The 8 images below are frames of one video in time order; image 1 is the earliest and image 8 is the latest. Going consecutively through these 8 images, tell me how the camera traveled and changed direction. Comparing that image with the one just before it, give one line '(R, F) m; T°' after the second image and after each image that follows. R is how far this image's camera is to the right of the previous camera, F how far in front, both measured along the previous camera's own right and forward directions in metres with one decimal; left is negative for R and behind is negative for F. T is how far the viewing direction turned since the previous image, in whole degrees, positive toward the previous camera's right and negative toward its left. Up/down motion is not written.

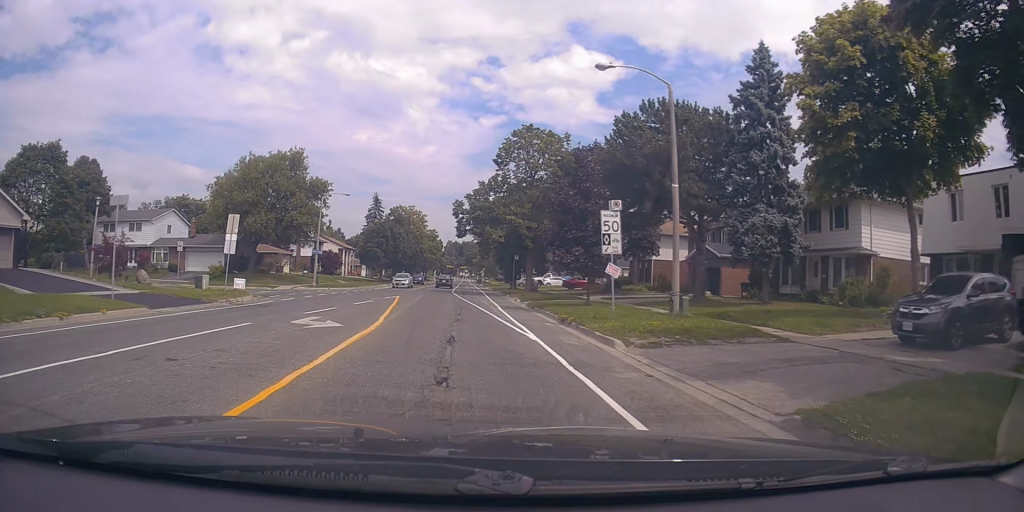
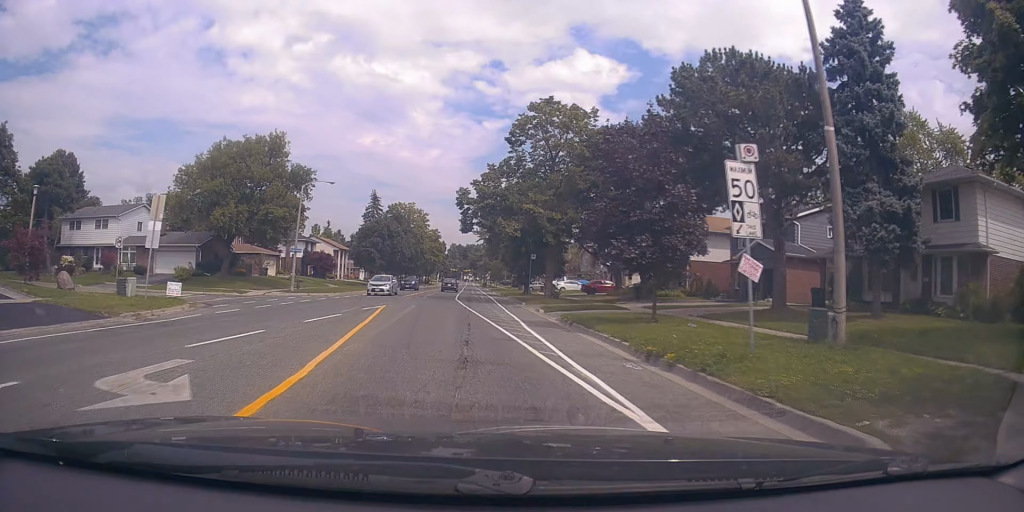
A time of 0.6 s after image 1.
(+0.2, +7.6) m; -1°
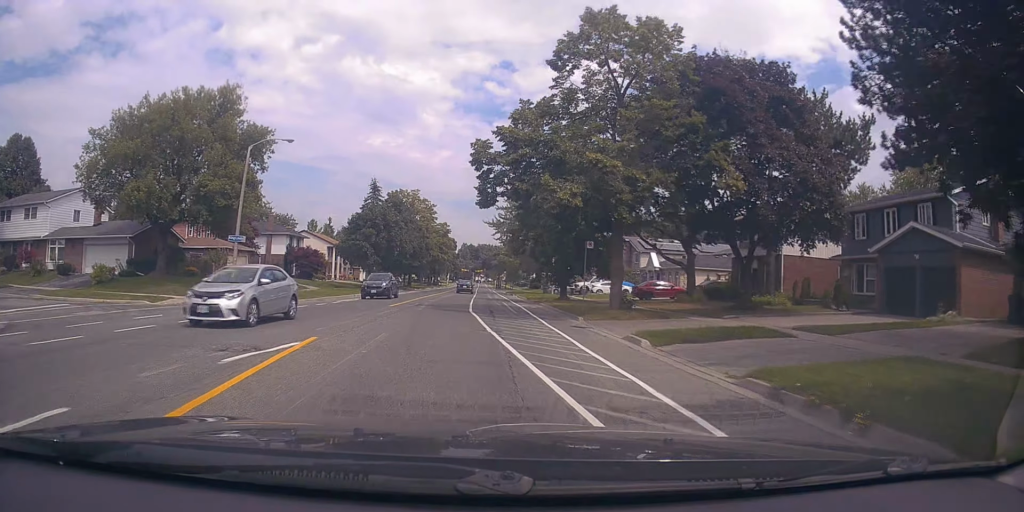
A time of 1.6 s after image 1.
(-0.4, +13.0) m; -2°
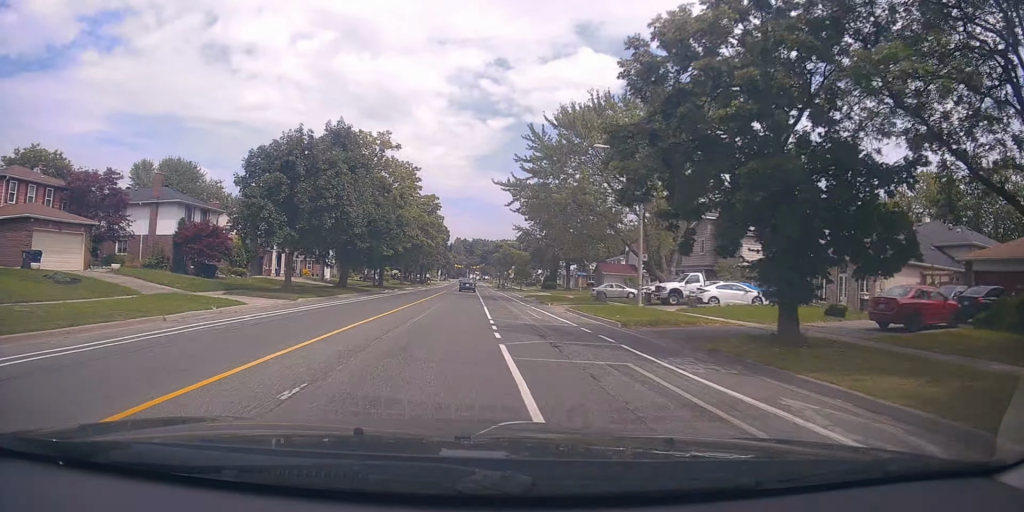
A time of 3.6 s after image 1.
(+0.1, +27.5) m; -1°
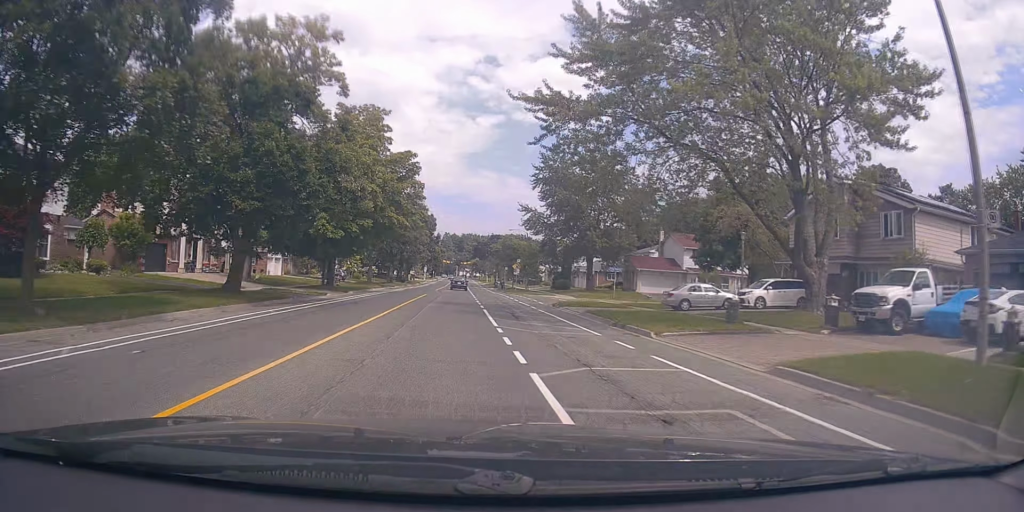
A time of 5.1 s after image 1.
(-0.5, +20.9) m; 0°
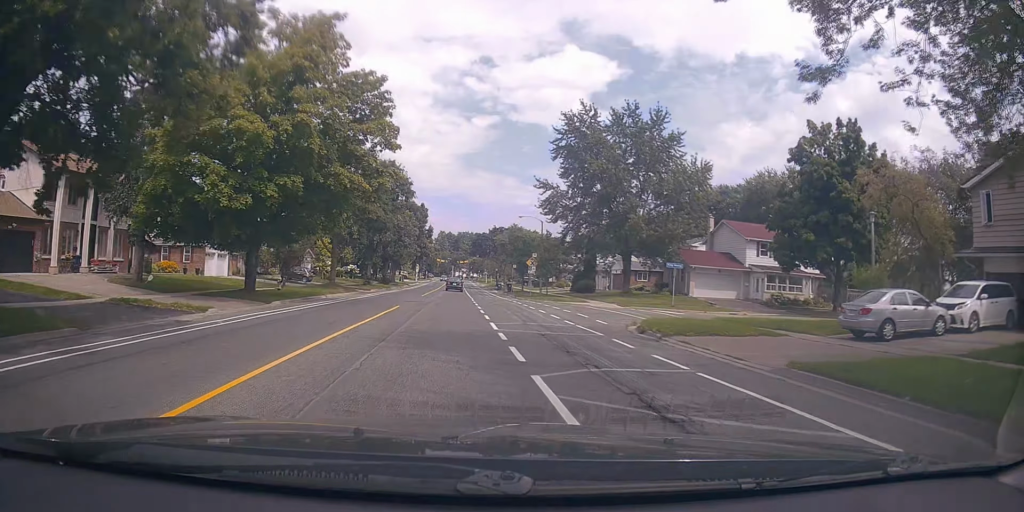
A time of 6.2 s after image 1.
(+0.3, +16.3) m; +1°
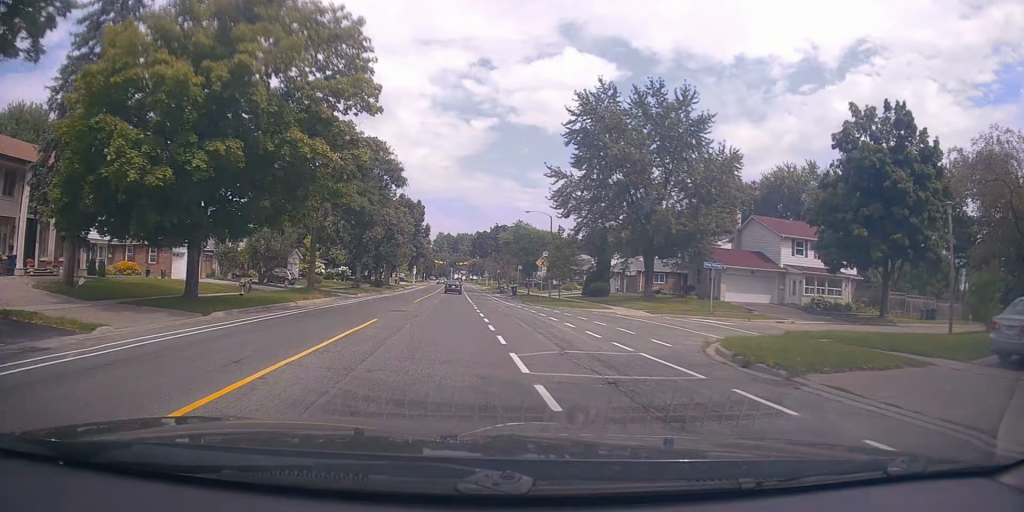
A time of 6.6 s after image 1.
(-0.3, +6.3) m; +1°
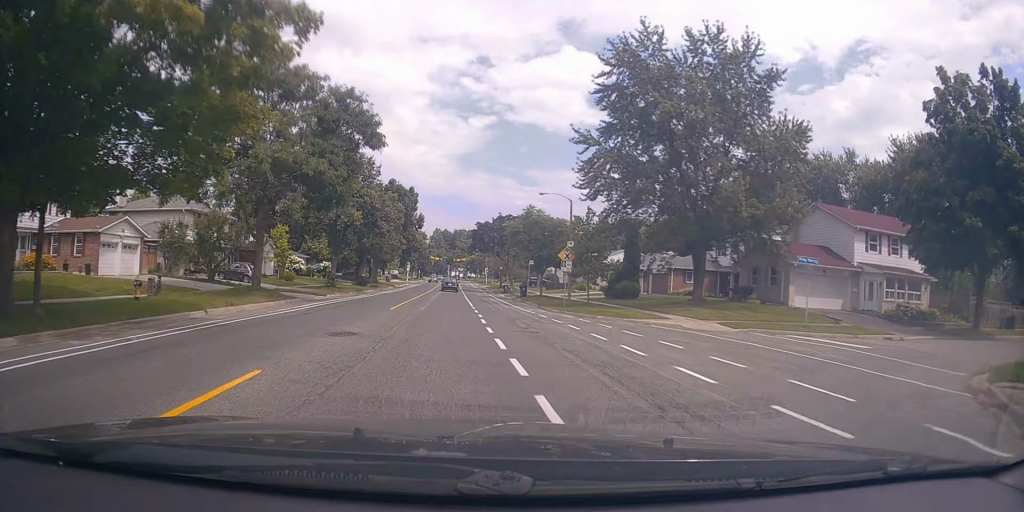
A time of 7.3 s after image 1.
(+0.4, +10.1) m; 0°
